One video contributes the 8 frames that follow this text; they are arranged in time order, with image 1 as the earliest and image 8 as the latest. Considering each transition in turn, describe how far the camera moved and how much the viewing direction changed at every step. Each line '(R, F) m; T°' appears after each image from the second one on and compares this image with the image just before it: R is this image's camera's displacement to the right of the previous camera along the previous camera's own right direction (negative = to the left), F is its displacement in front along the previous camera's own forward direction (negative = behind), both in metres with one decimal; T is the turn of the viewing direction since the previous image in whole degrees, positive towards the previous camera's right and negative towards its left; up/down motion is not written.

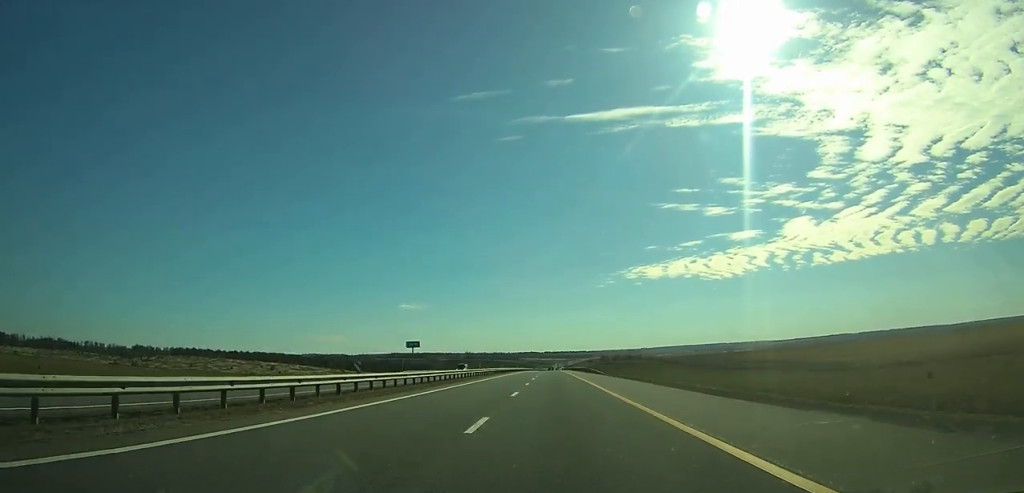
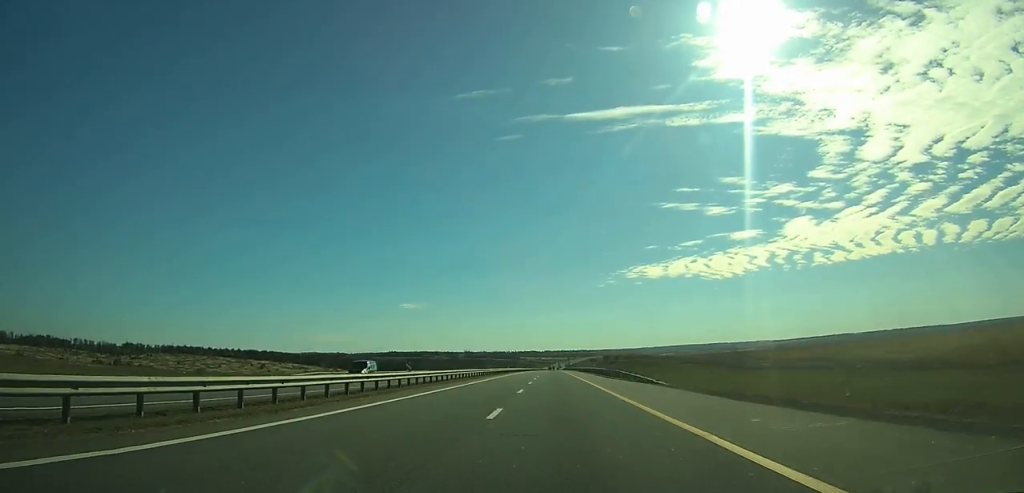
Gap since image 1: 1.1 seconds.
(+0.1, +33.0) m; 0°
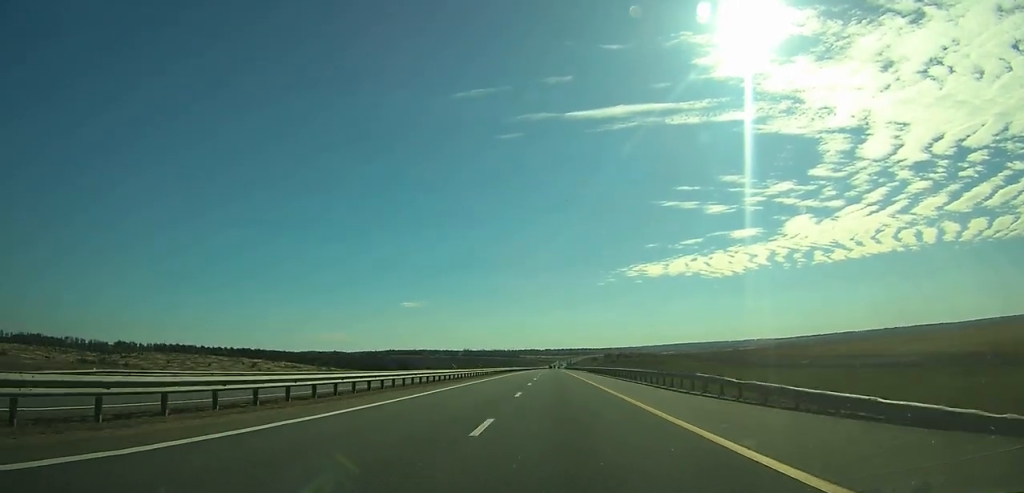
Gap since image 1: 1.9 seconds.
(0.0, +26.9) m; 0°
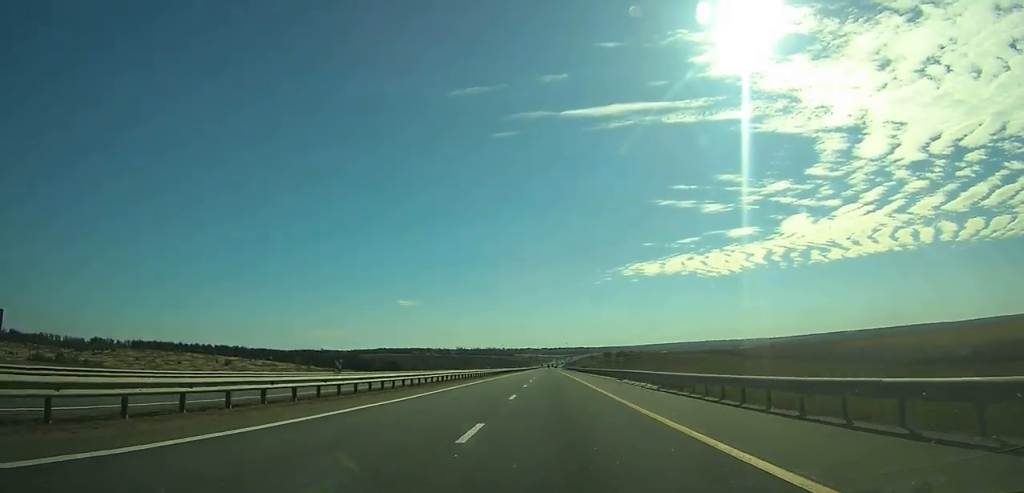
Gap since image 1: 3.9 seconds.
(-0.1, +60.1) m; 0°
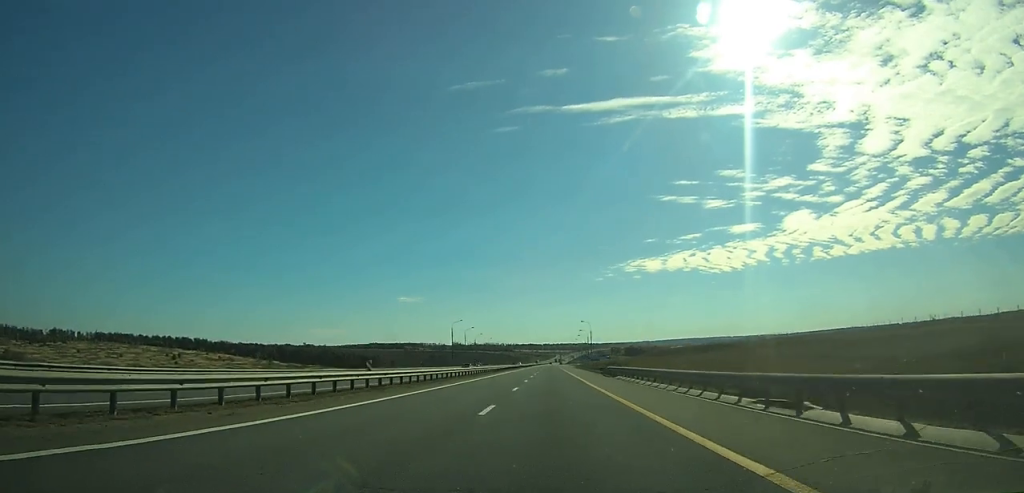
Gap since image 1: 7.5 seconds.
(0.0, +114.4) m; 0°
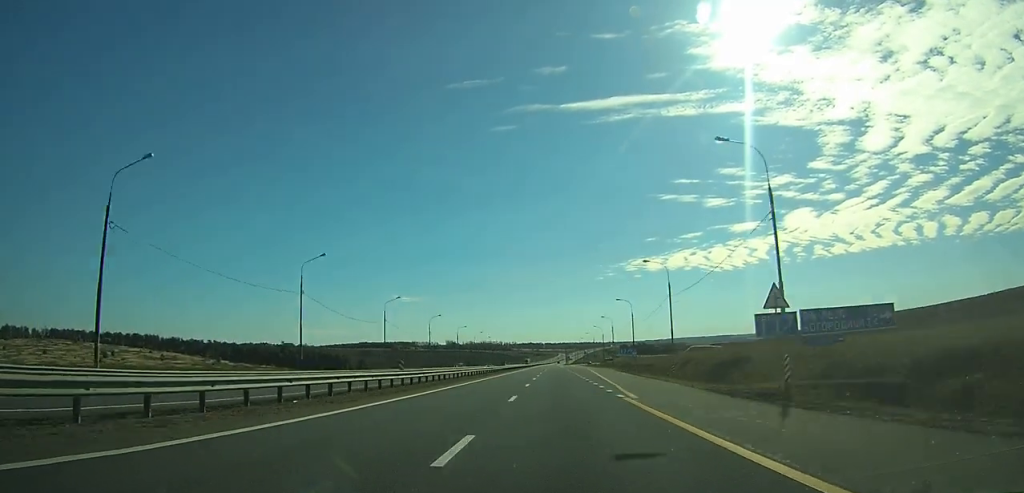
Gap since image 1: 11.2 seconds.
(-0.1, +114.3) m; 0°
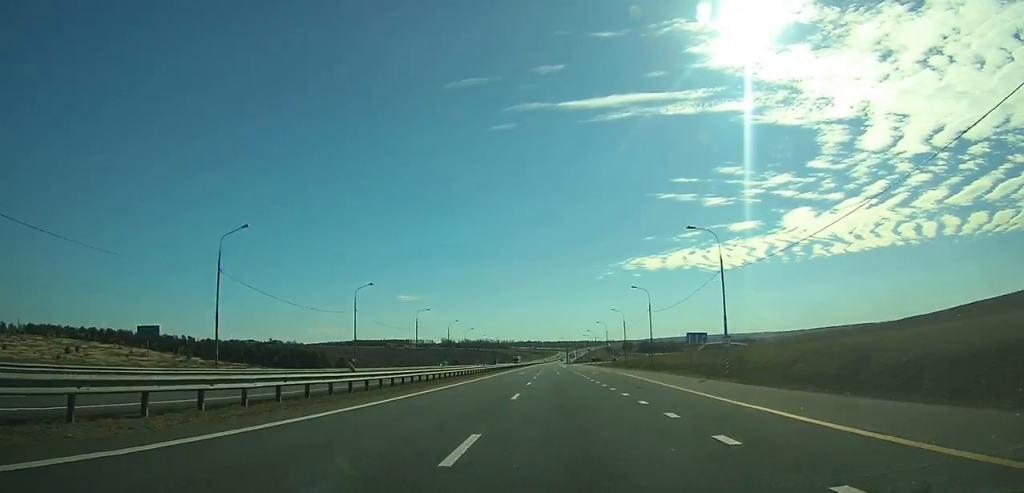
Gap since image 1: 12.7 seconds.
(0.0, +47.7) m; 0°
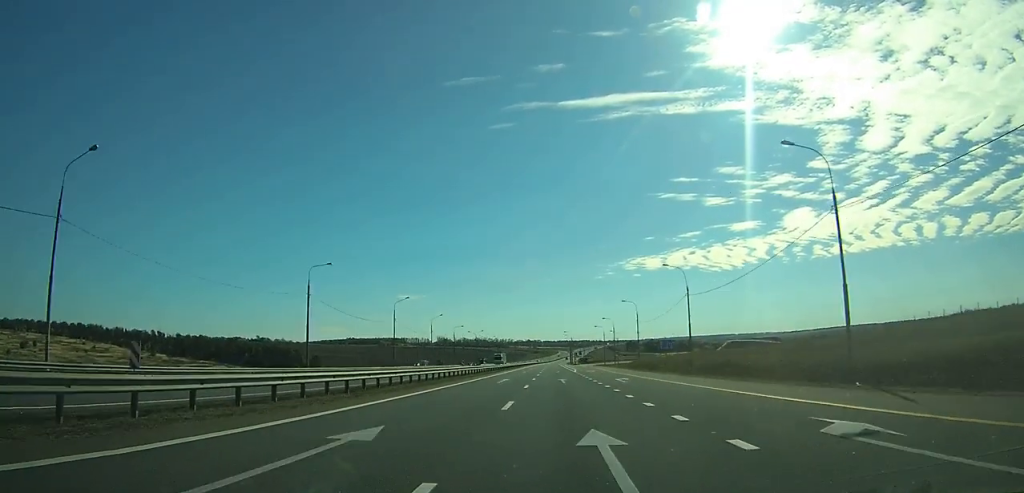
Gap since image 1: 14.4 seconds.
(+0.1, +51.7) m; 0°
